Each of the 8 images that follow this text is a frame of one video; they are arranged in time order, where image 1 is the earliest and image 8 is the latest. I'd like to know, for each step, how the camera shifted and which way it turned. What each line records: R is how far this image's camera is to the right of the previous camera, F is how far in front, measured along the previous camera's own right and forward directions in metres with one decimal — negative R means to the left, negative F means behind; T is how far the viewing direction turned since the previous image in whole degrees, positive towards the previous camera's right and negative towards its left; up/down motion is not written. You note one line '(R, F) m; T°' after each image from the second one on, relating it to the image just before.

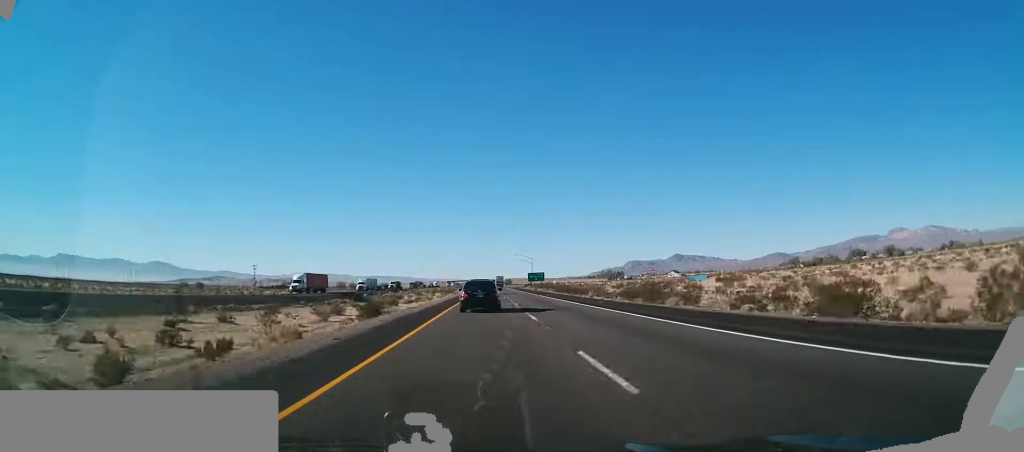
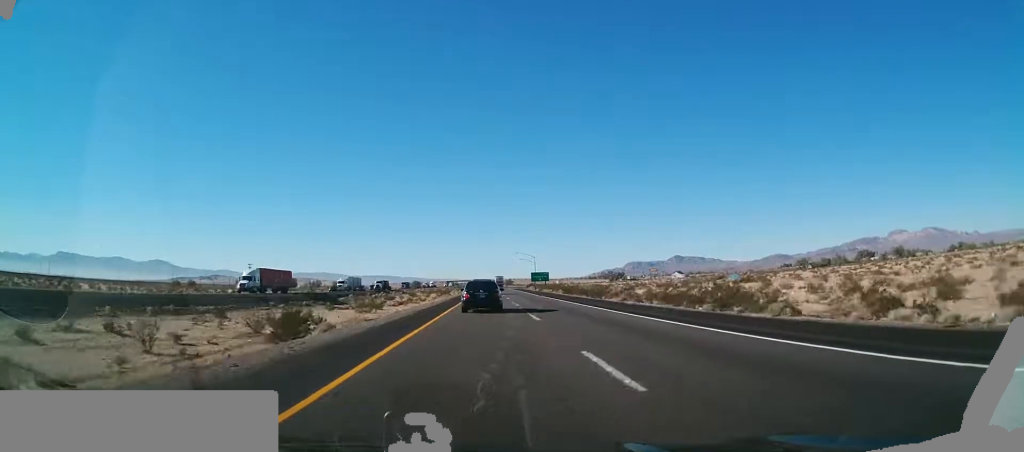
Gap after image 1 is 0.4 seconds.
(+0.2, +14.5) m; 0°
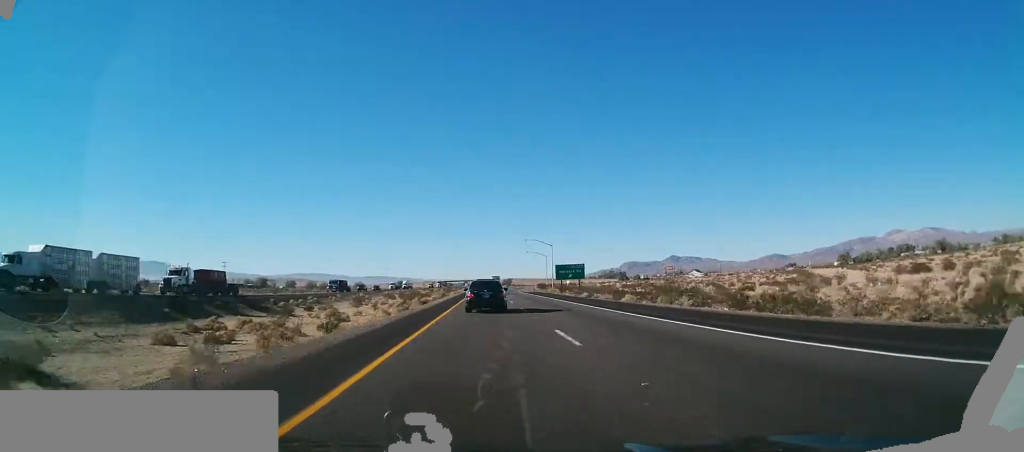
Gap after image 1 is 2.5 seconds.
(-0.4, +67.6) m; 0°
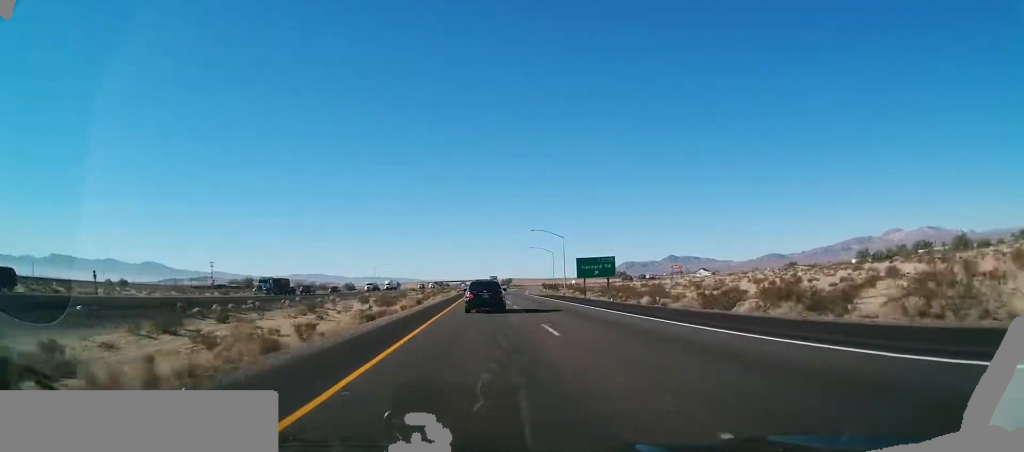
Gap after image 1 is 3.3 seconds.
(0.0, +26.5) m; 0°
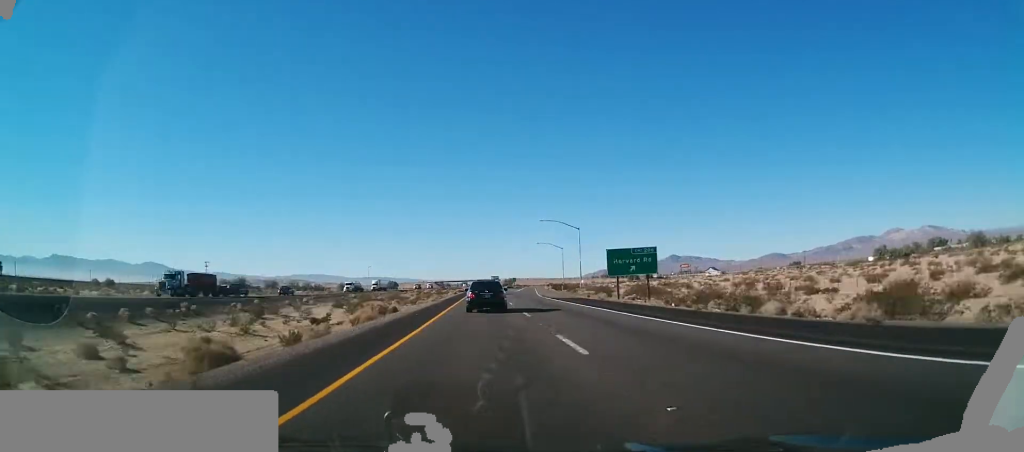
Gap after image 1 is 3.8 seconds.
(0.0, +18.8) m; 0°
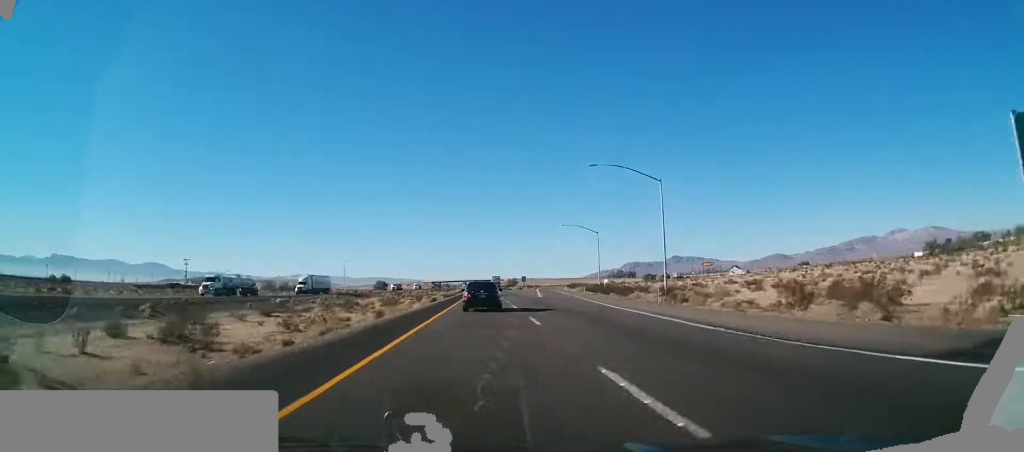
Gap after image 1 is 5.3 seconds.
(0.0, +49.8) m; 0°
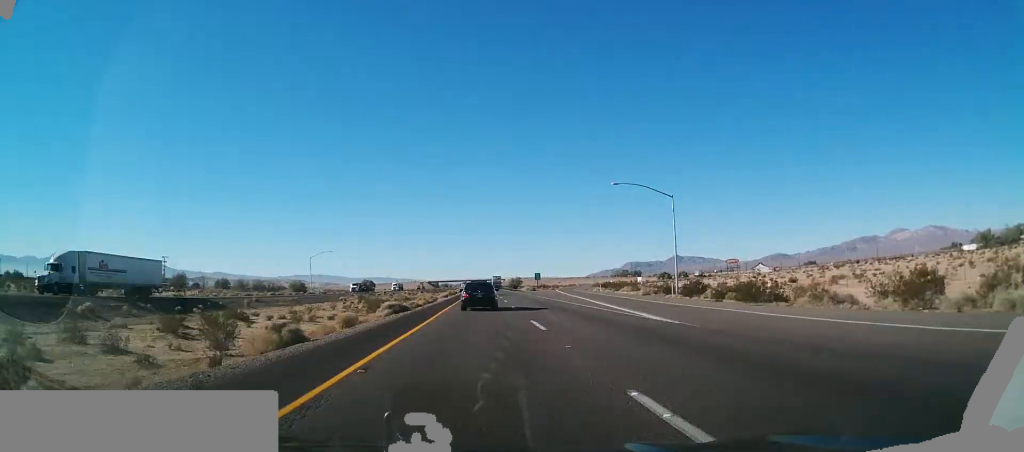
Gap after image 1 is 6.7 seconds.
(0.0, +45.8) m; -1°
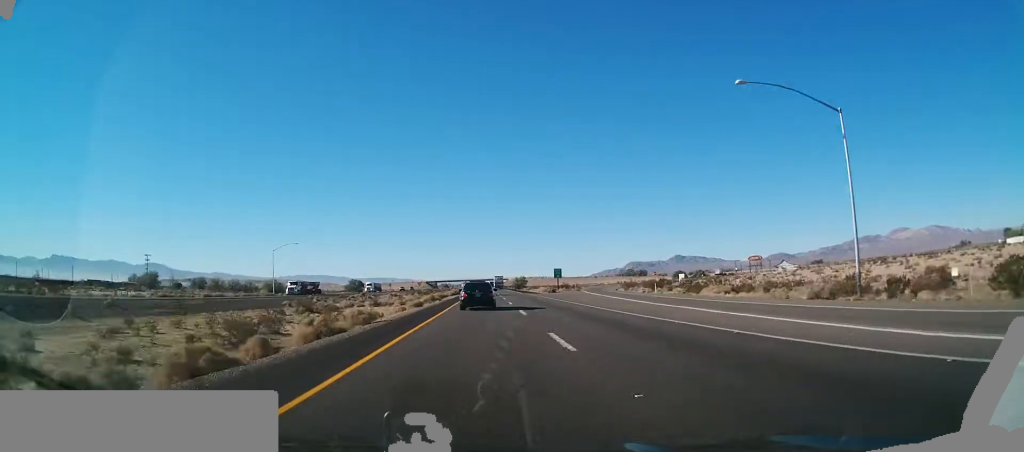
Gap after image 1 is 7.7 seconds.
(-0.3, +34.8) m; 0°
